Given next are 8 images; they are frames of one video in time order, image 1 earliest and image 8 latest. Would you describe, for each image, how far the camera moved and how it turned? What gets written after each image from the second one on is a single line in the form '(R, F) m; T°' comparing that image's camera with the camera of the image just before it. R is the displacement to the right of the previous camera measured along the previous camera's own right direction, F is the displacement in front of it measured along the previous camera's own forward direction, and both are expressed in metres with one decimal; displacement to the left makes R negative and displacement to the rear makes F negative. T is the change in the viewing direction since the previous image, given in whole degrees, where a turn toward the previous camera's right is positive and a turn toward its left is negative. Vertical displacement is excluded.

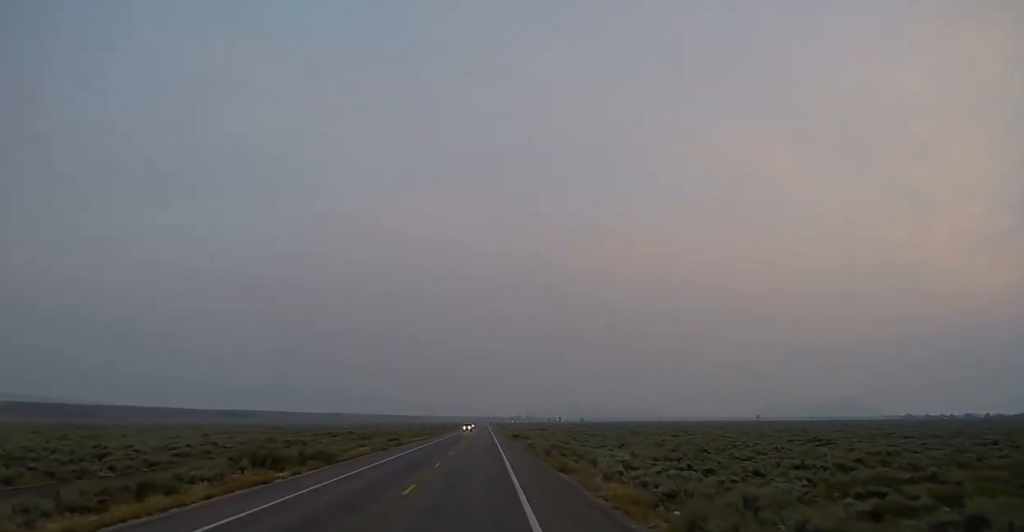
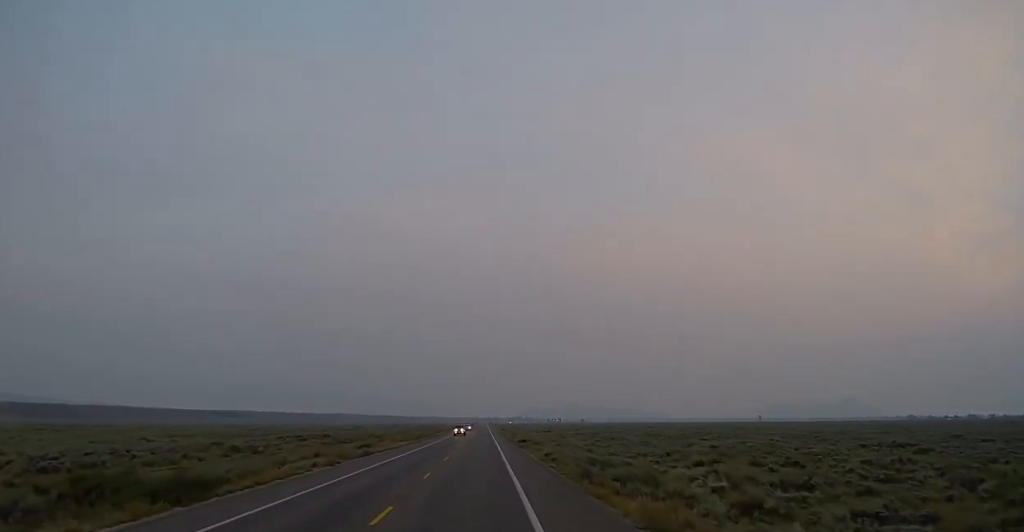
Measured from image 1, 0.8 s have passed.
(+0.1, +18.6) m; 0°
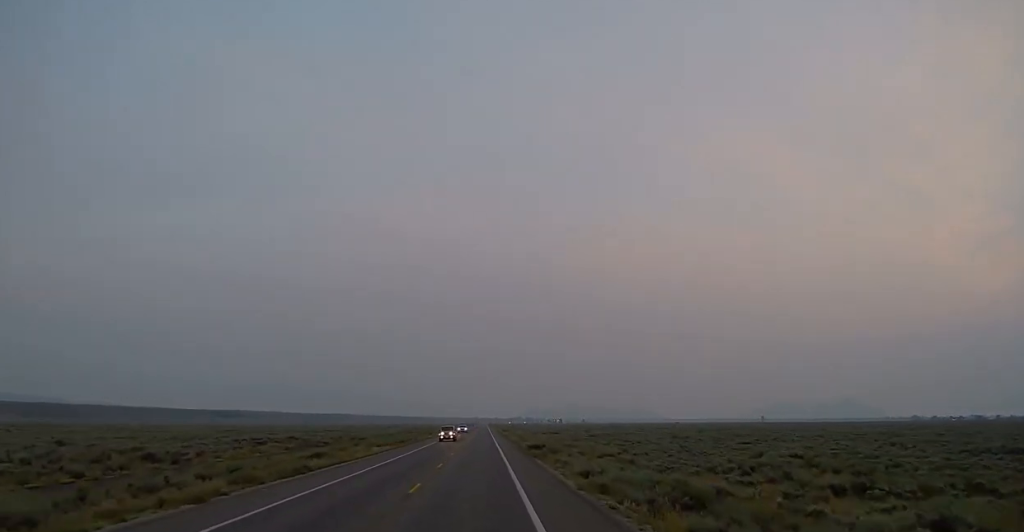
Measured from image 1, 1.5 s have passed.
(-0.1, +16.9) m; 0°
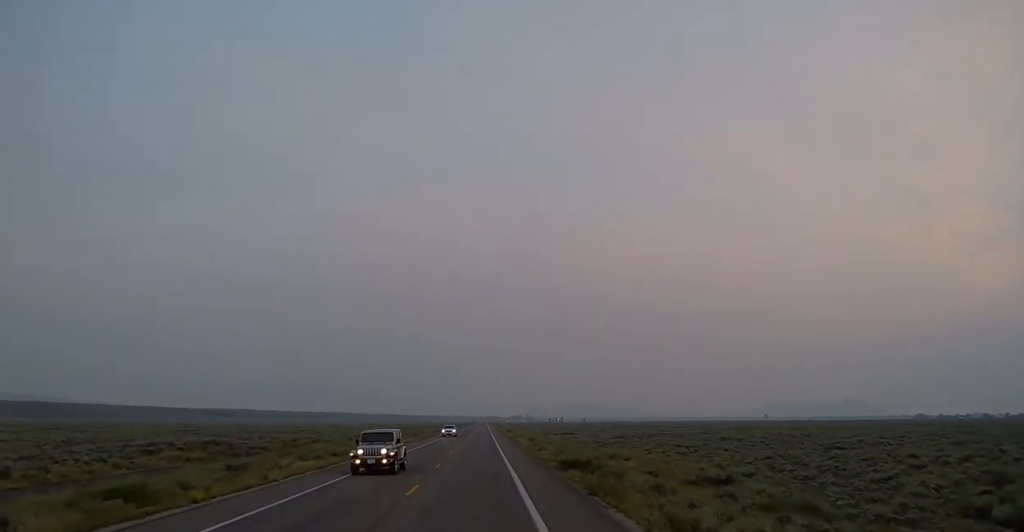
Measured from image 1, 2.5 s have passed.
(-0.1, +24.4) m; 0°
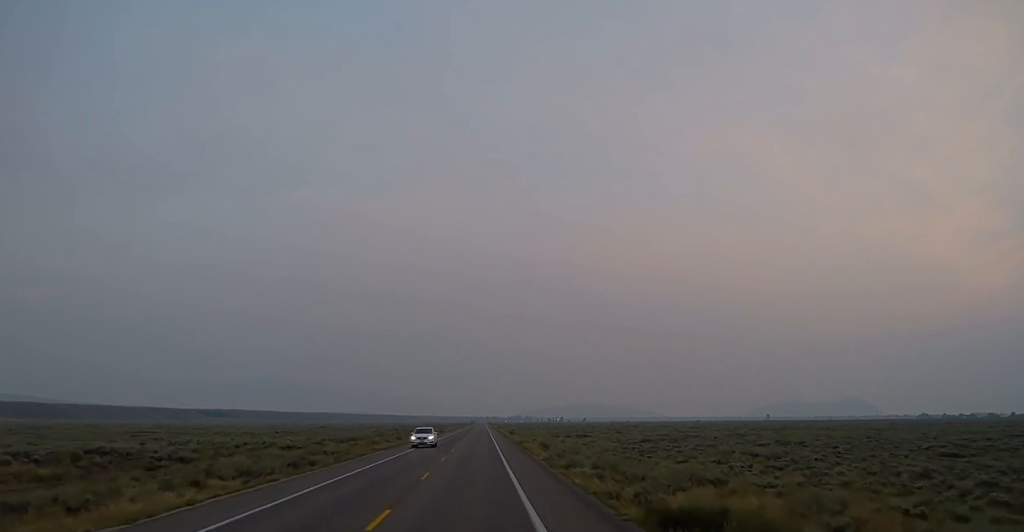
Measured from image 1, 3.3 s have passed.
(0.0, +18.6) m; 0°
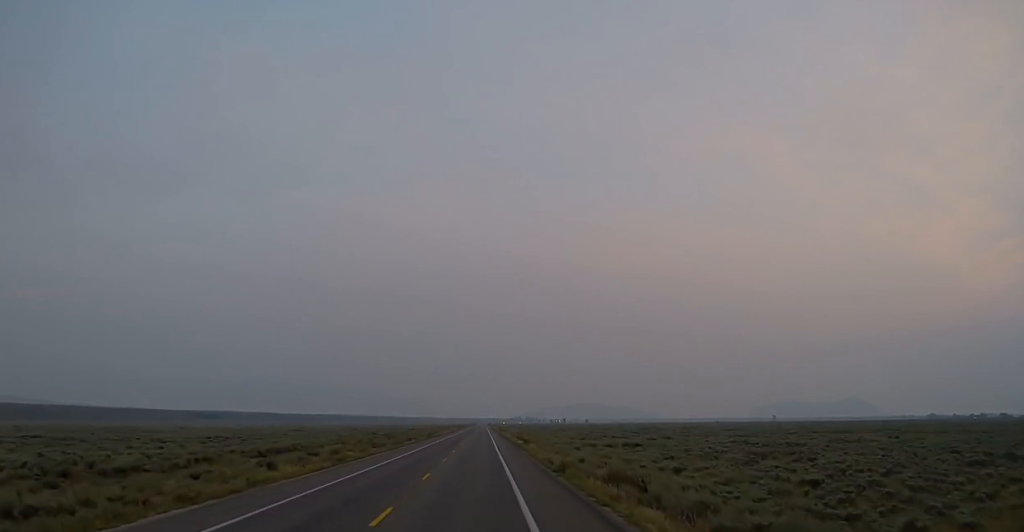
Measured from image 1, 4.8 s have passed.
(+0.3, +35.6) m; +1°
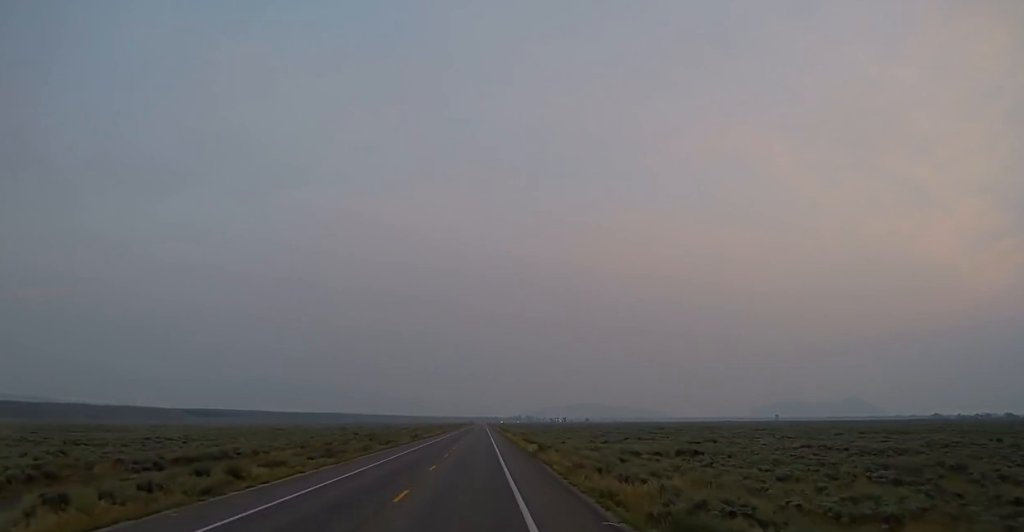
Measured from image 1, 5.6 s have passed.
(+0.1, +20.9) m; 0°
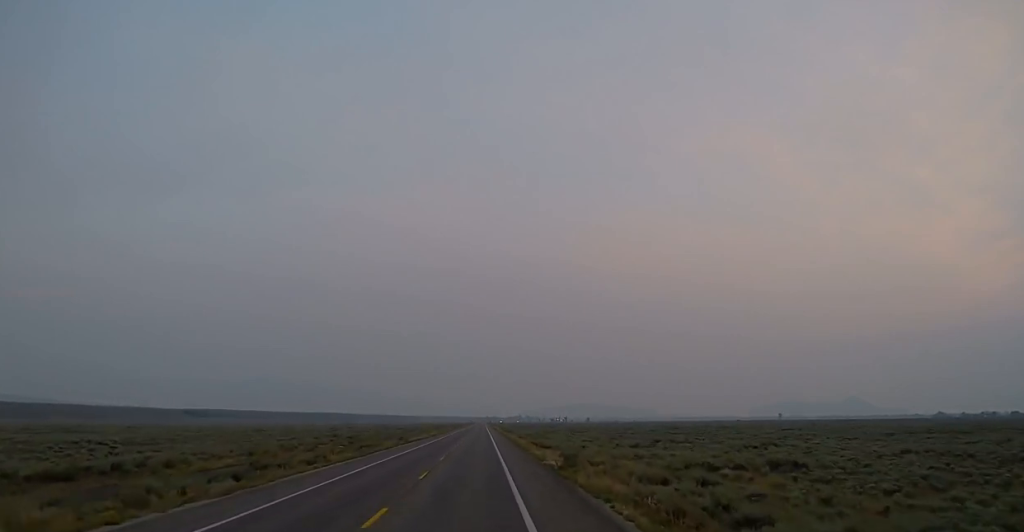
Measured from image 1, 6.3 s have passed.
(-0.1, +16.8) m; 0°
